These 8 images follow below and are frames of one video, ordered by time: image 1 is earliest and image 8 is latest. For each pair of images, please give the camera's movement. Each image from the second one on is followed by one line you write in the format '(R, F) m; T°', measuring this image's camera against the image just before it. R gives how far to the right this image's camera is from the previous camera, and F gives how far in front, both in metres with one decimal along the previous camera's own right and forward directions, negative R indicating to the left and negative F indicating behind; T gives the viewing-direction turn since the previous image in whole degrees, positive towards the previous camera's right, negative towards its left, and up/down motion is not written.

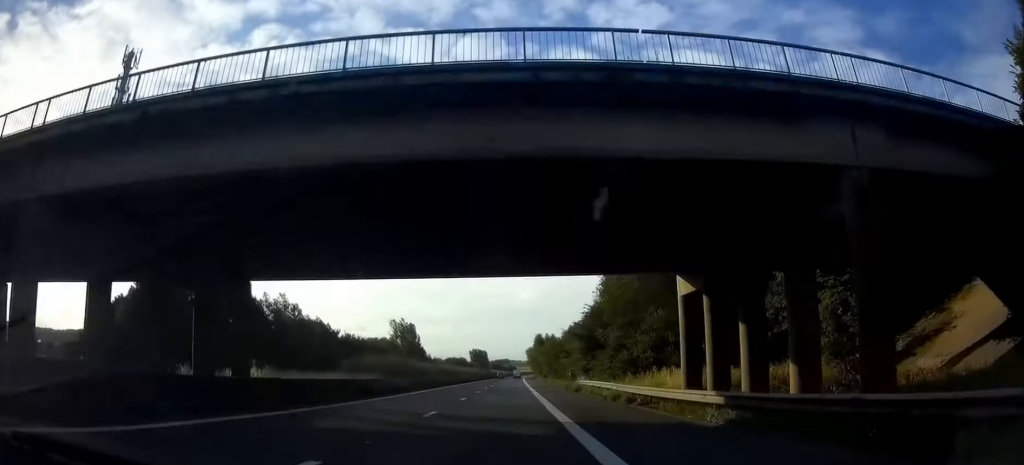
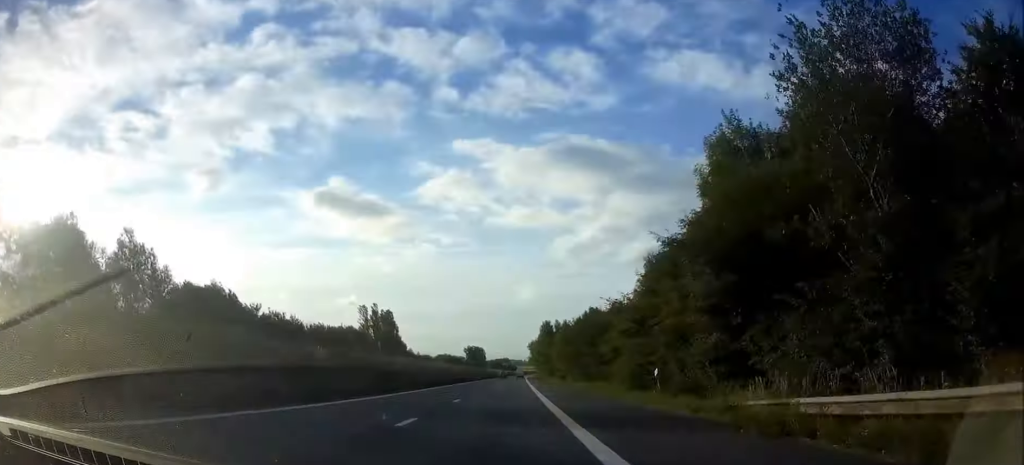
(-0.1, +40.9) m; 0°
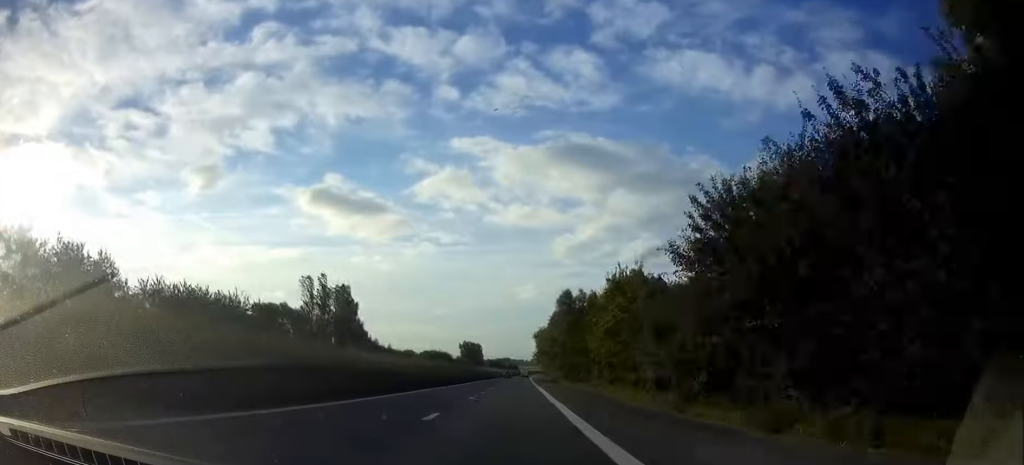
(+0.2, +47.7) m; 0°
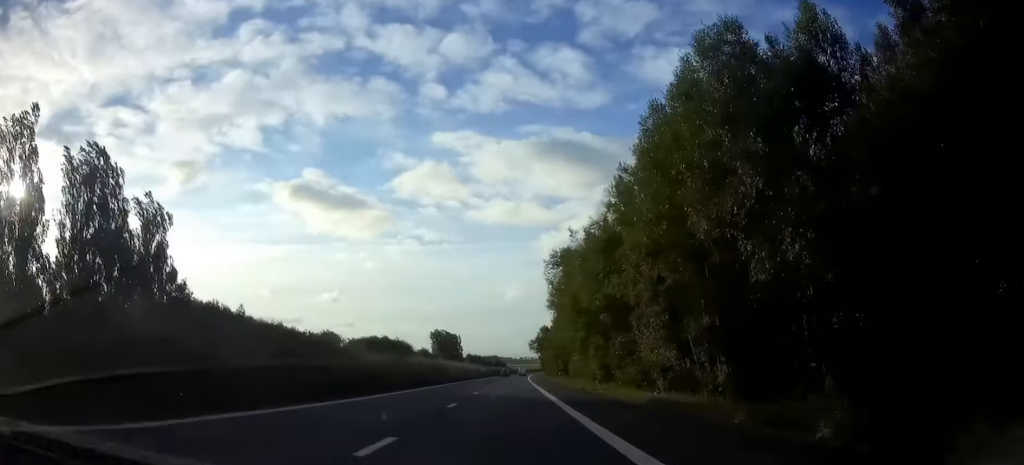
(+0.5, +81.7) m; +1°
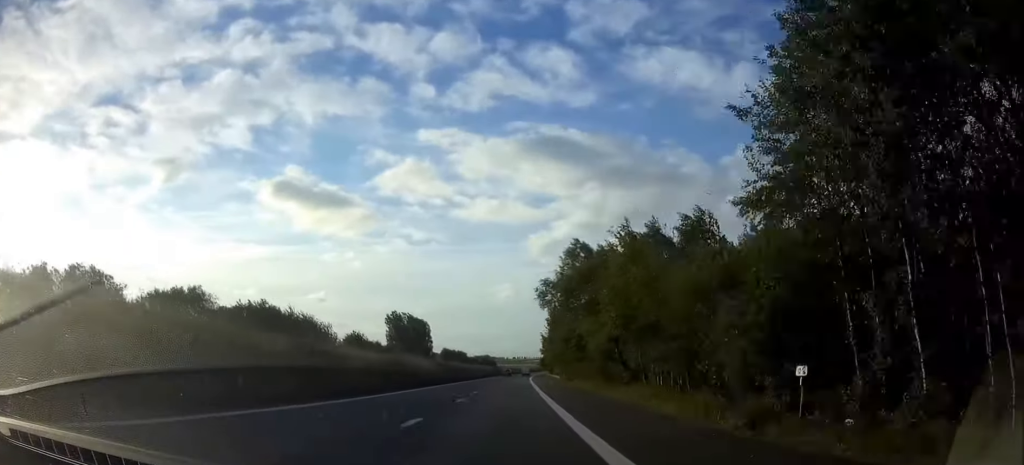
(+0.3, +81.5) m; +1°
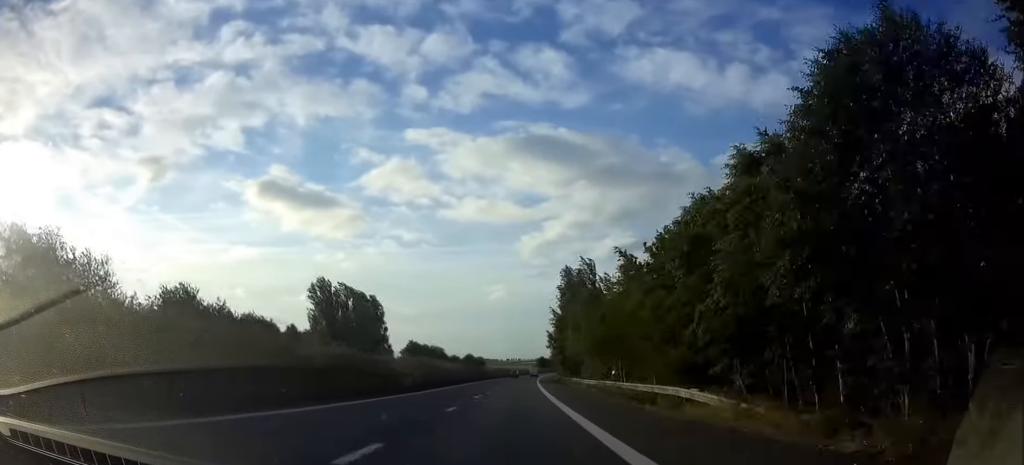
(+0.5, +67.9) m; +1°
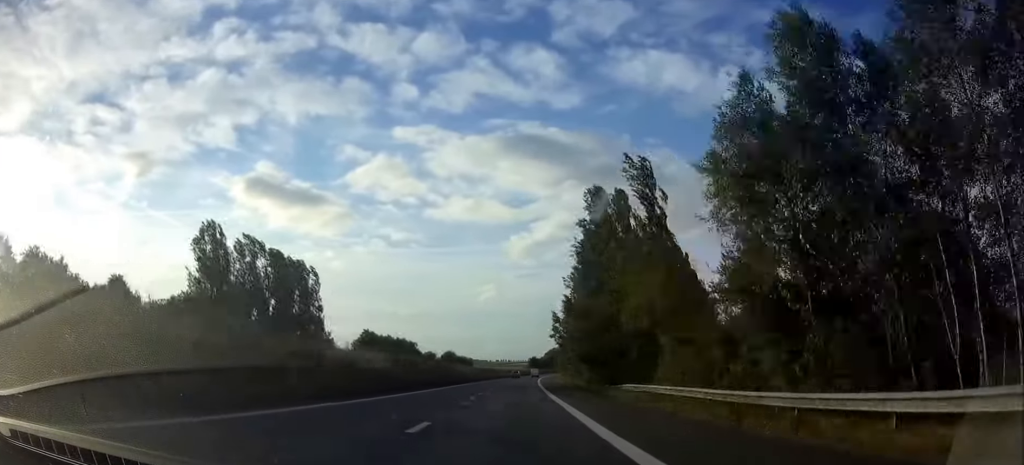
(+0.3, +45.3) m; +1°
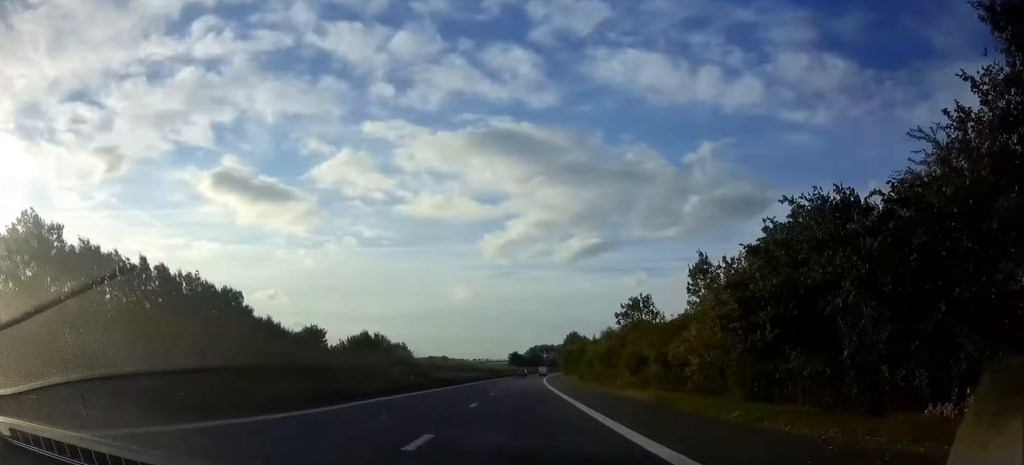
(+2.4, +102.1) m; +3°
